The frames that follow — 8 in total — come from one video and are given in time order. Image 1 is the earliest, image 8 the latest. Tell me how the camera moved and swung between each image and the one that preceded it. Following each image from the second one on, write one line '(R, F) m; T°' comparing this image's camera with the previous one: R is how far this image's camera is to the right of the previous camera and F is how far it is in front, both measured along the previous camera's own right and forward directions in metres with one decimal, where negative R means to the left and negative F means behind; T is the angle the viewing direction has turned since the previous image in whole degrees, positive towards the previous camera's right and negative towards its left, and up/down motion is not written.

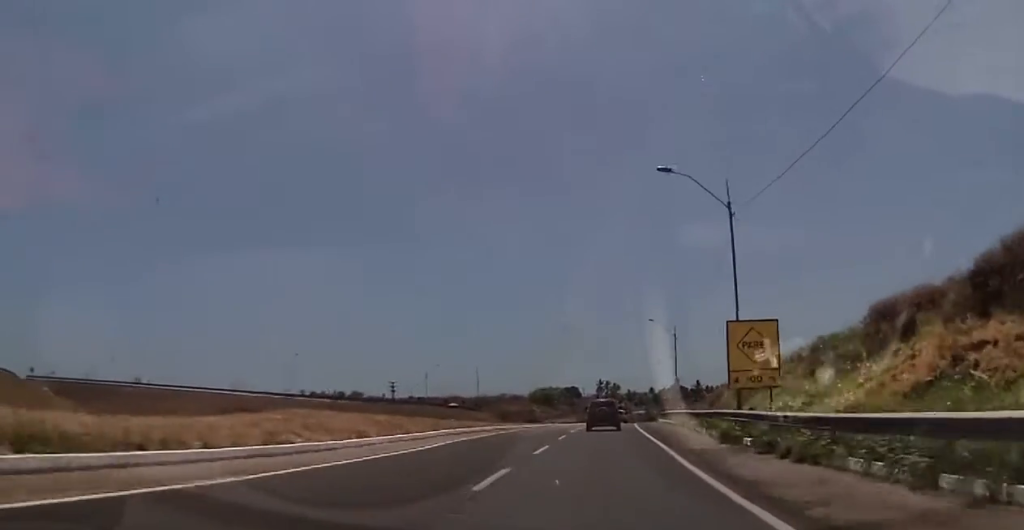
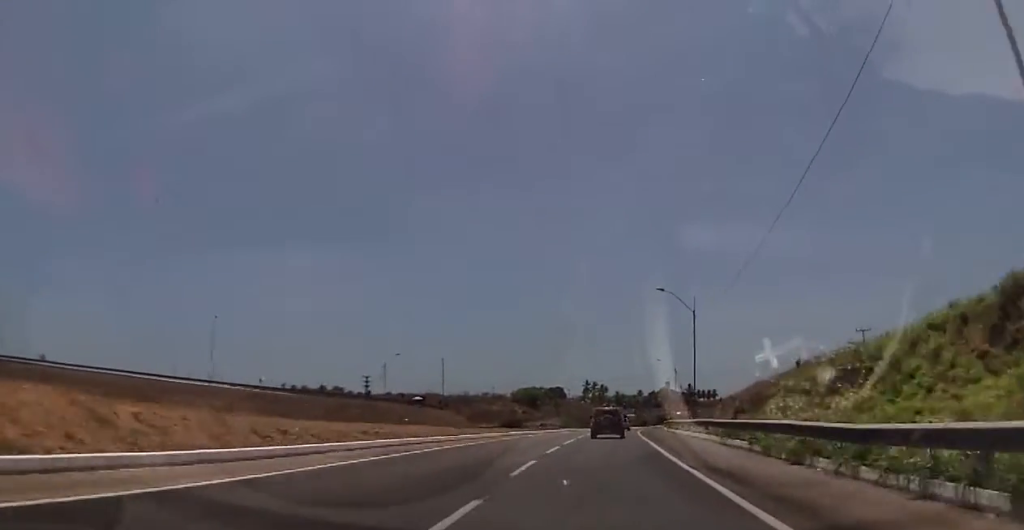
(-0.2, +21.2) m; +1°
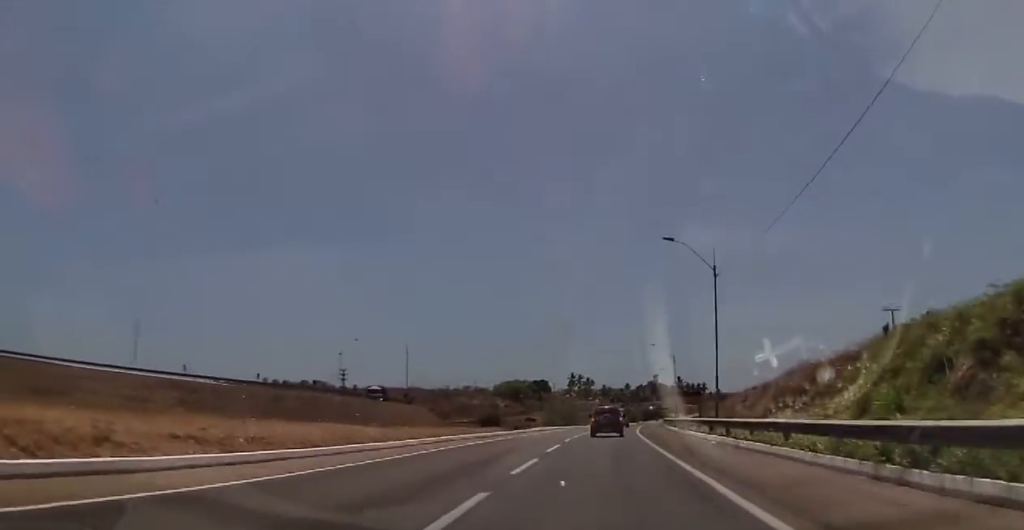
(+0.4, +14.3) m; +2°
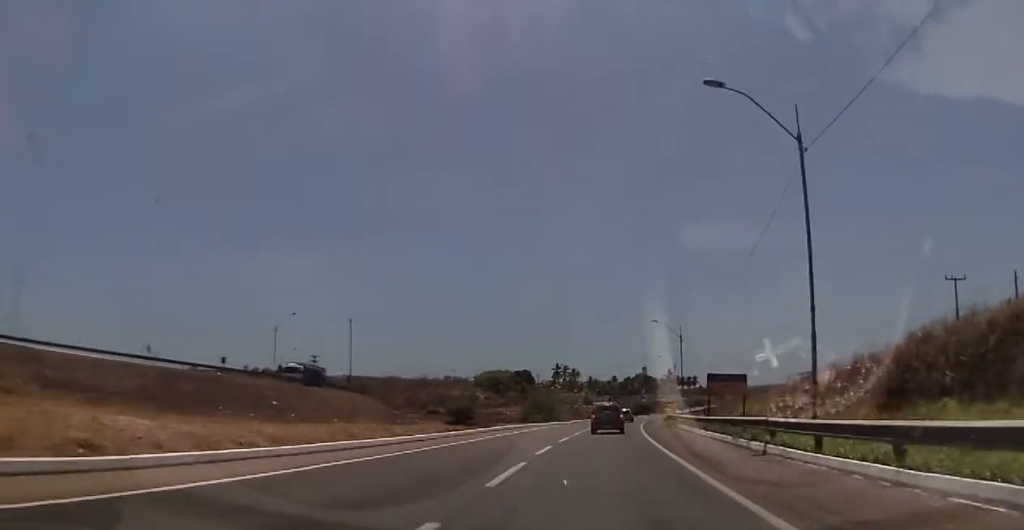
(+0.3, +18.0) m; +1°
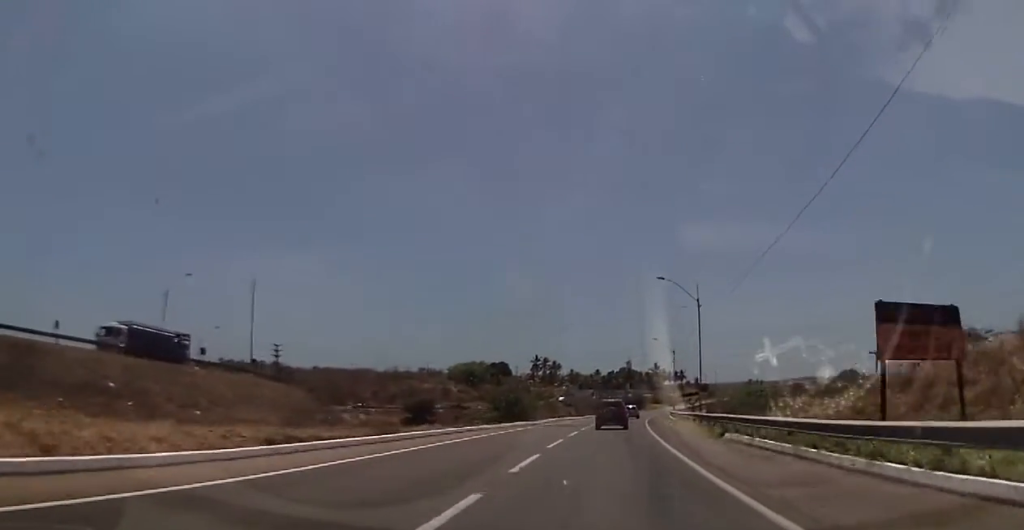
(+0.1, +19.2) m; +2°
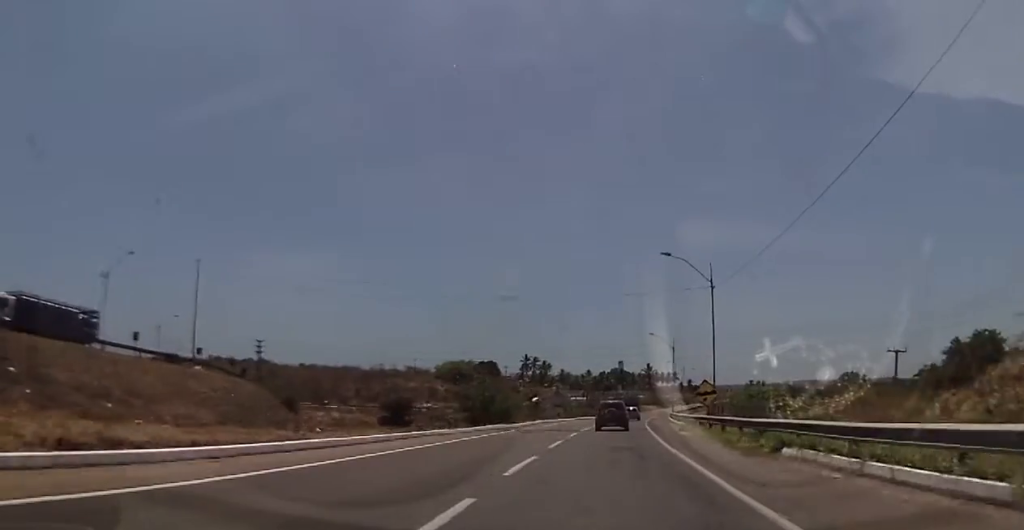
(+0.1, +6.9) m; +1°
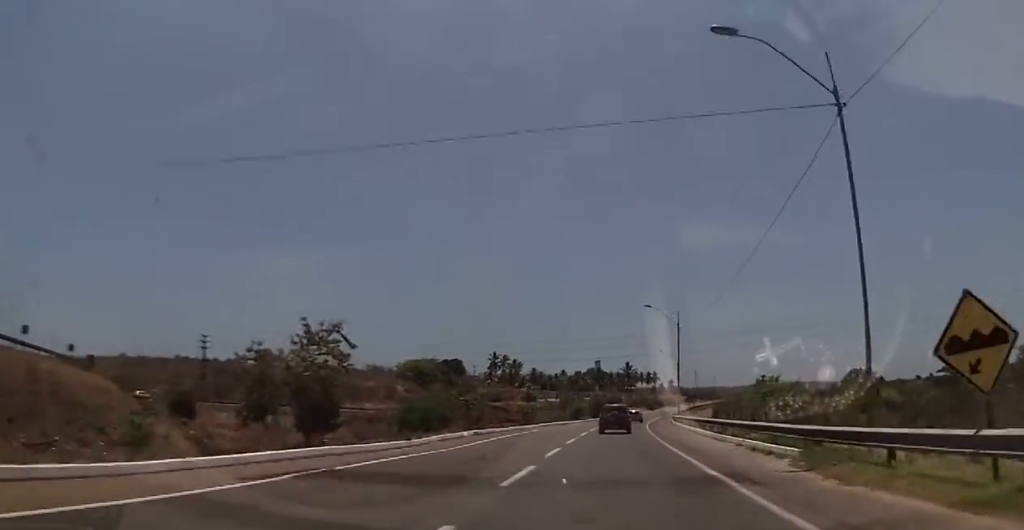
(+0.3, +20.3) m; +1°
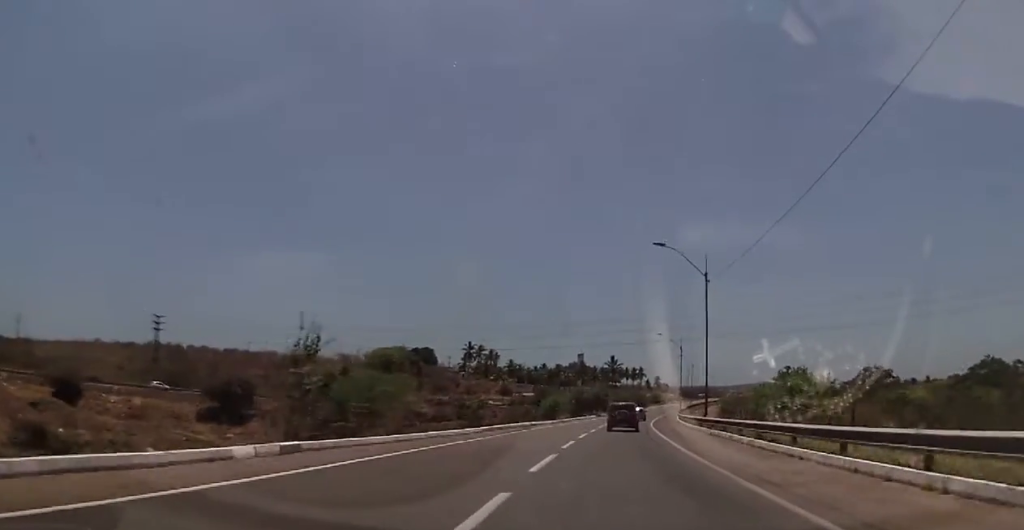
(0.0, +18.7) m; +1°
